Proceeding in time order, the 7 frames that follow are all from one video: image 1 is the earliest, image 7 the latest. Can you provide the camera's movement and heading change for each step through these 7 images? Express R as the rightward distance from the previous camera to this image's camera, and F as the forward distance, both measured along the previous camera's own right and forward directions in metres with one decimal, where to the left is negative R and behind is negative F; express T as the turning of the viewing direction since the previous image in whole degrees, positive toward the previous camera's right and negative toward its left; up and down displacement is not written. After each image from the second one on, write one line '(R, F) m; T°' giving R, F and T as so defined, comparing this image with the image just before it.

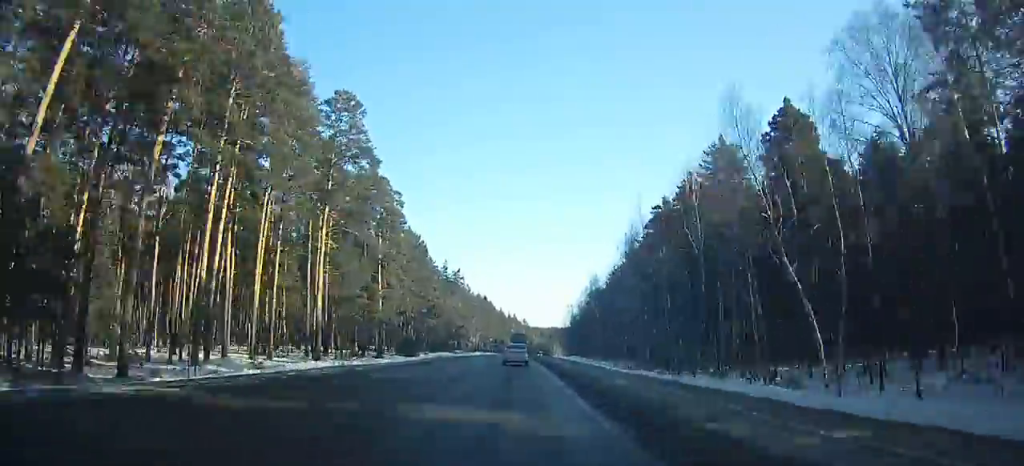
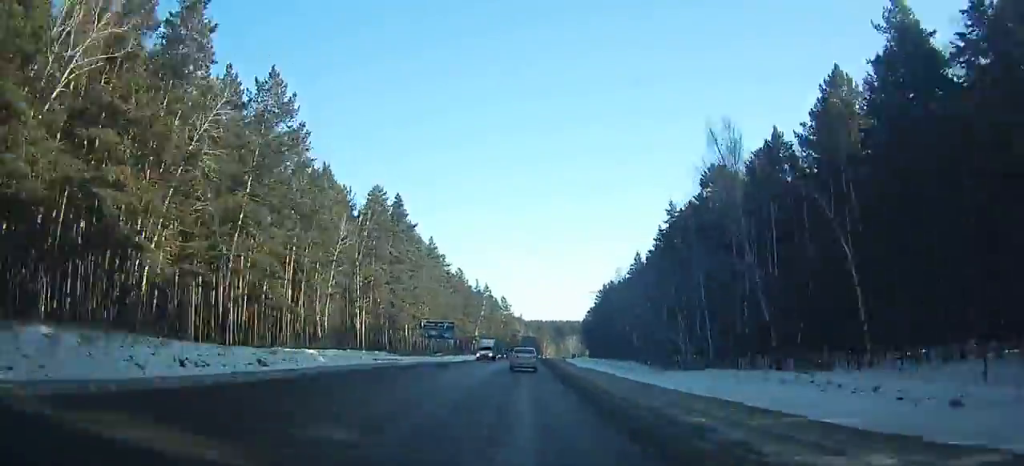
(+1.8, +138.0) m; +3°
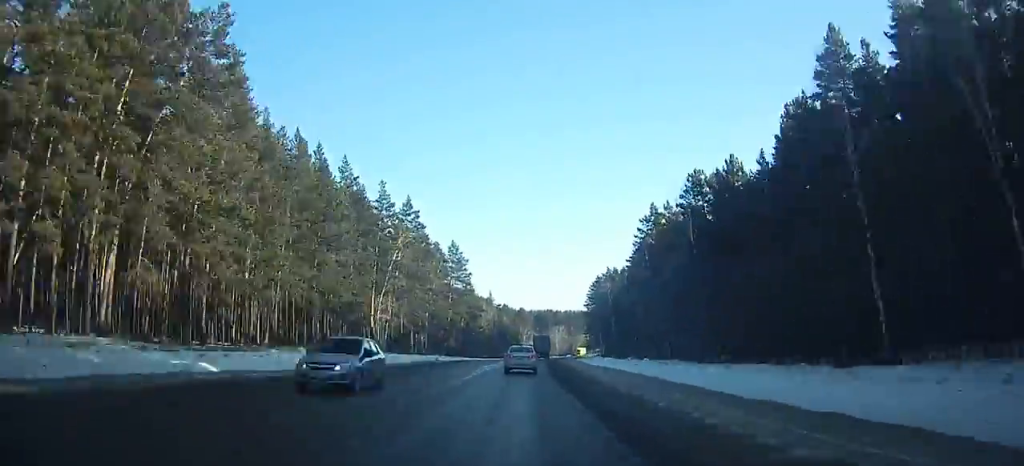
(+2.9, +102.0) m; +3°
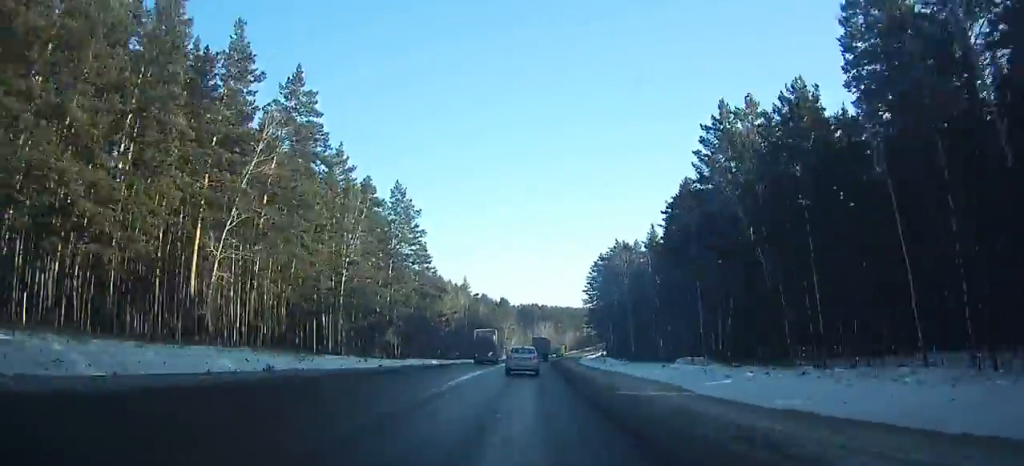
(+0.5, +42.0) m; +2°
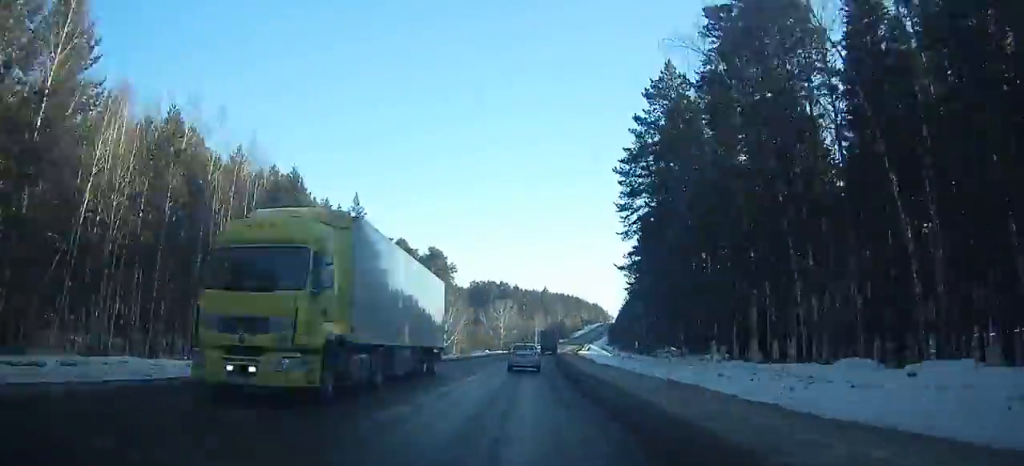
(+3.3, +97.2) m; +5°
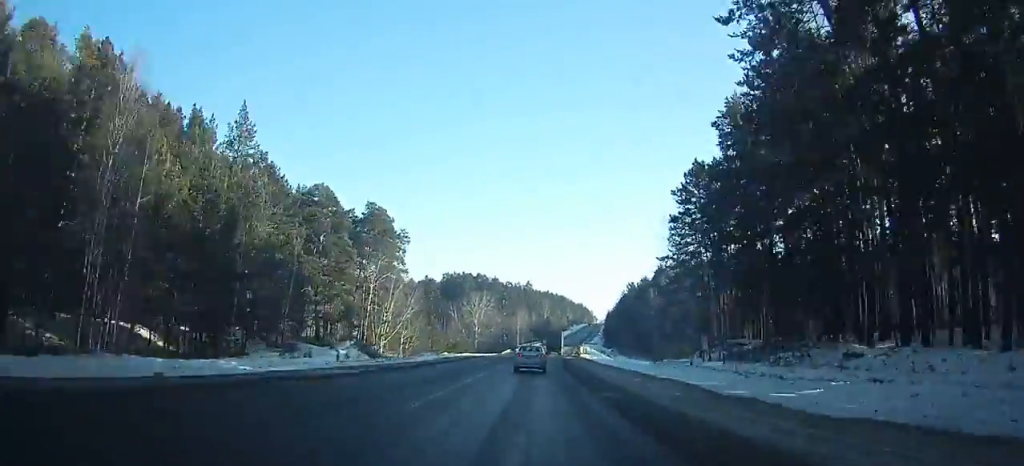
(+1.0, +40.0) m; +2°
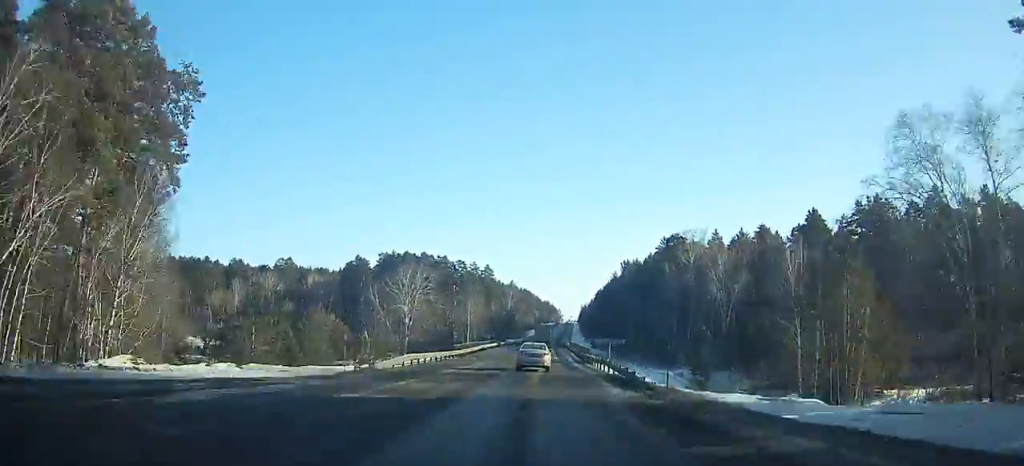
(+1.8, +60.0) m; +3°
